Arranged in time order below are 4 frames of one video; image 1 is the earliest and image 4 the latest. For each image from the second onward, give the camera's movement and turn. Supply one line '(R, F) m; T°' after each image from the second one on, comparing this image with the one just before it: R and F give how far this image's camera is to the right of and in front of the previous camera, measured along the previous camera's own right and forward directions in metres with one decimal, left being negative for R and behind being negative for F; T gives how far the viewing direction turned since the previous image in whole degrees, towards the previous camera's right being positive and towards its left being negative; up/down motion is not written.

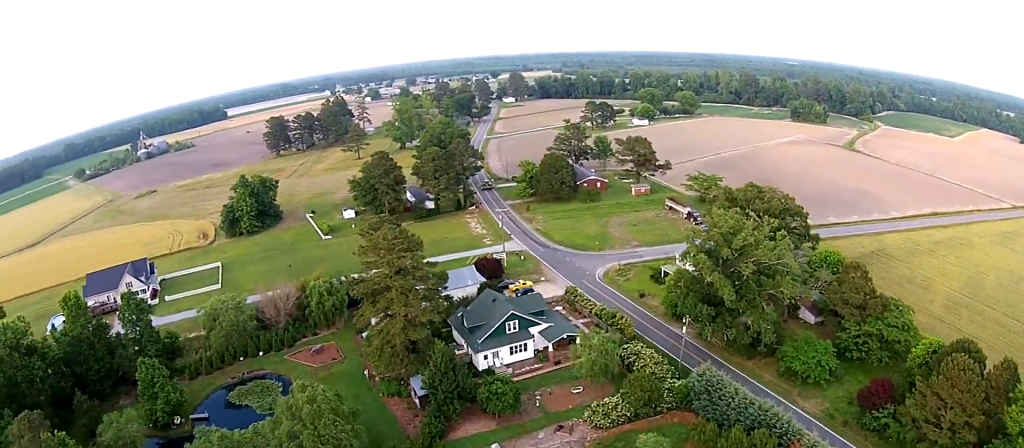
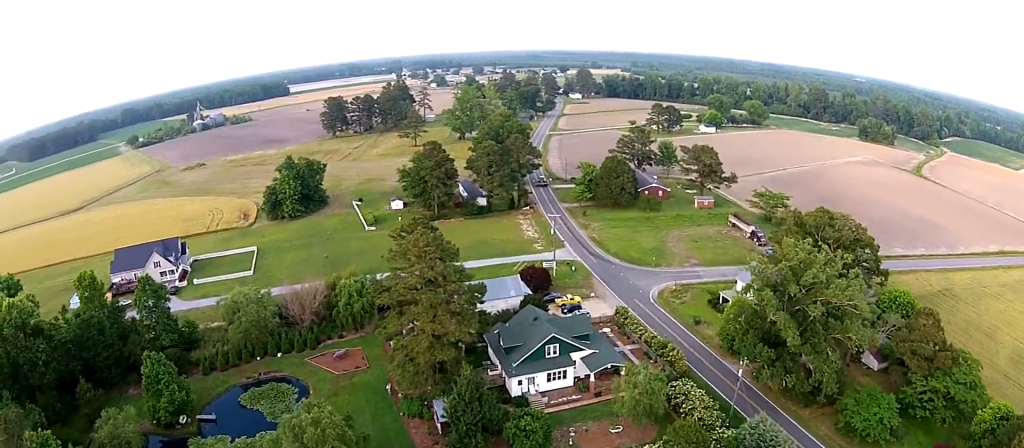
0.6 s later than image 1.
(-0.2, +9.2) m; -2°
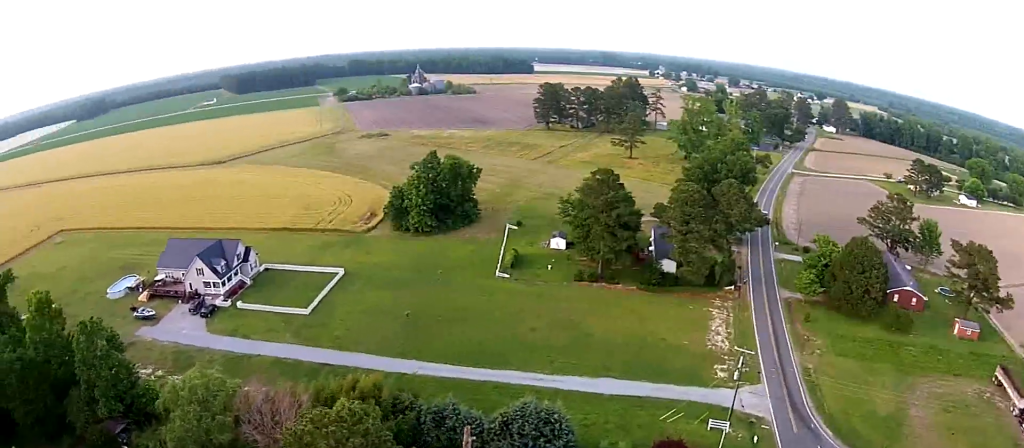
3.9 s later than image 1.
(-7.2, +53.2) m; -20°
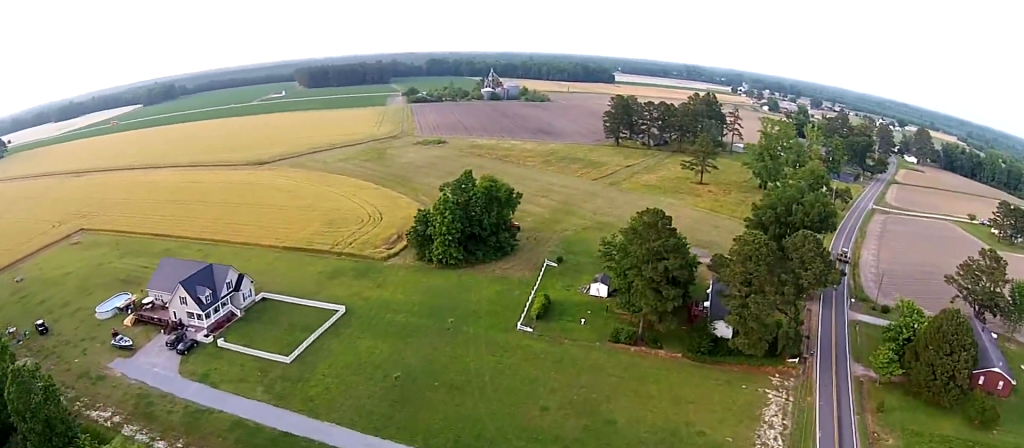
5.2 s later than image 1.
(-2.1, +20.7) m; -10°
